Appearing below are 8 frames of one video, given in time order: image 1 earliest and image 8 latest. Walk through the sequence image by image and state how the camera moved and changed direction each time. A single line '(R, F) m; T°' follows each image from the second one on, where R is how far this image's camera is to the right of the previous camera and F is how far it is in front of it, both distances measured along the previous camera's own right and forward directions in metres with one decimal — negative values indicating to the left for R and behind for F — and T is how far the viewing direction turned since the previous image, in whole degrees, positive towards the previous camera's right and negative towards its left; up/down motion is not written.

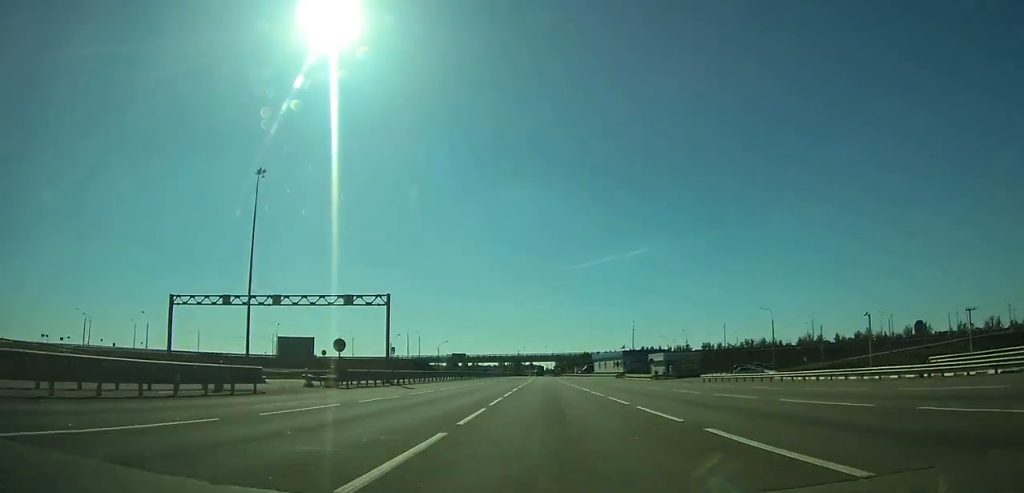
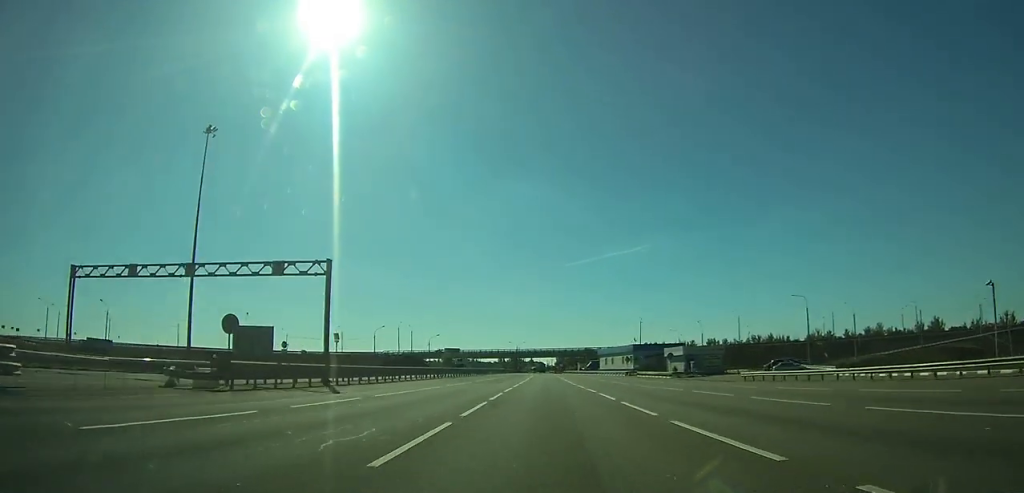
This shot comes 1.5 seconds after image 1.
(+1.3, +11.6) m; +7°
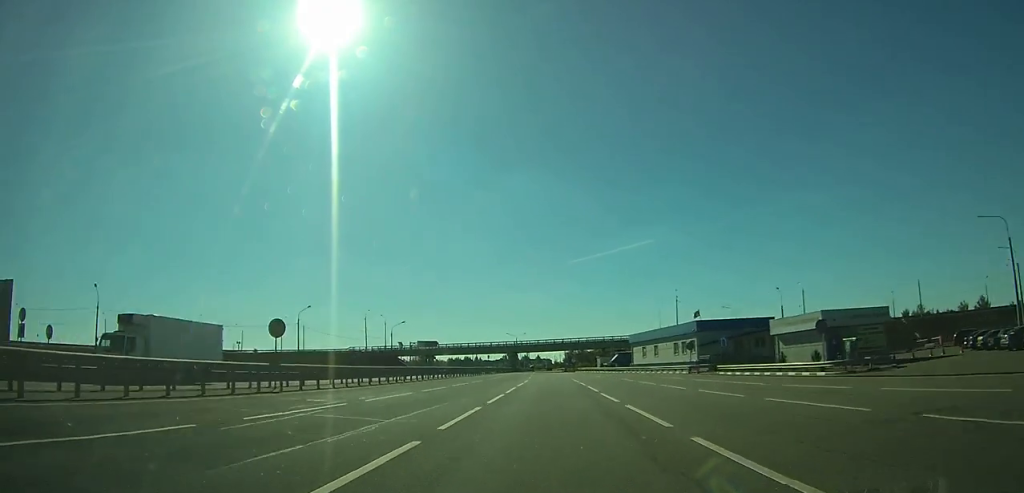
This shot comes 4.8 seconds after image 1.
(+3.2, +36.4) m; +6°
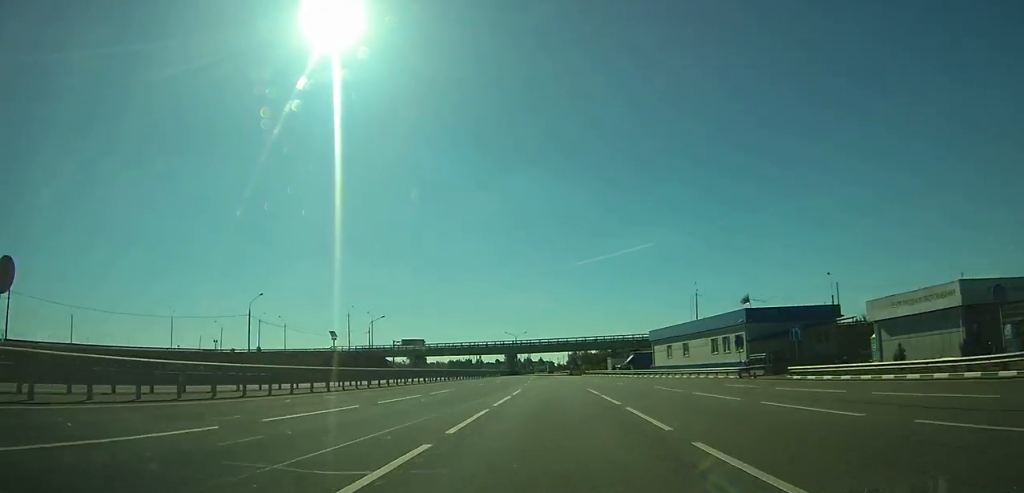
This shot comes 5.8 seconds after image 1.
(+0.1, +14.3) m; 0°
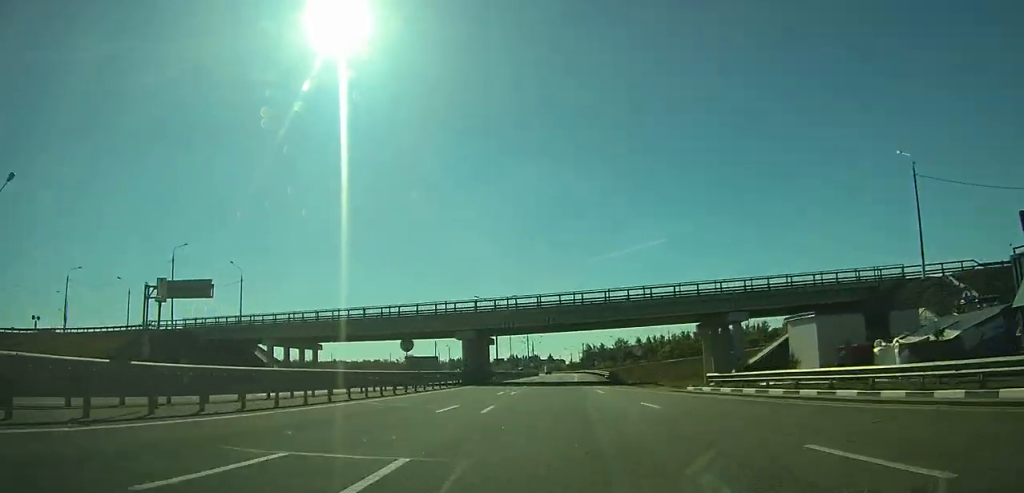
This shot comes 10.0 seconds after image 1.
(-1.7, +71.7) m; -2°
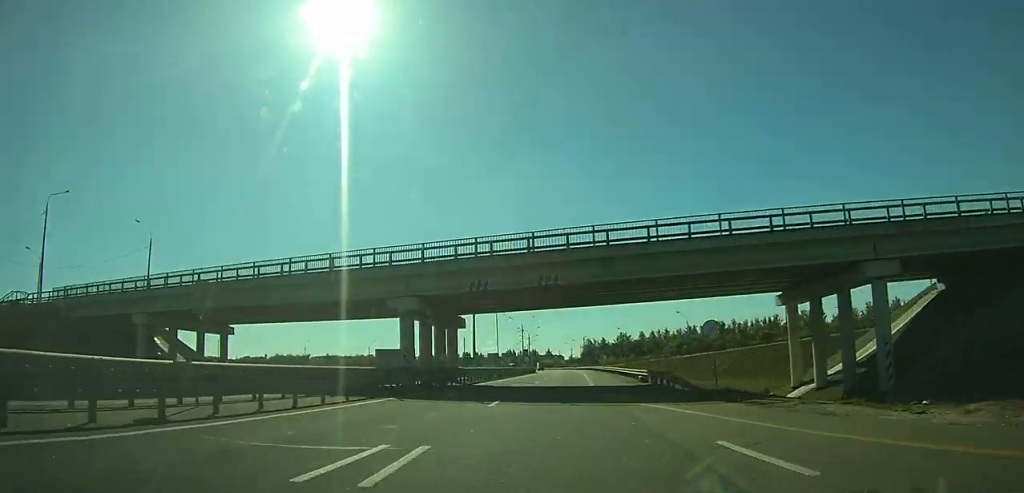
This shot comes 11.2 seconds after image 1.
(0.0, +23.1) m; 0°
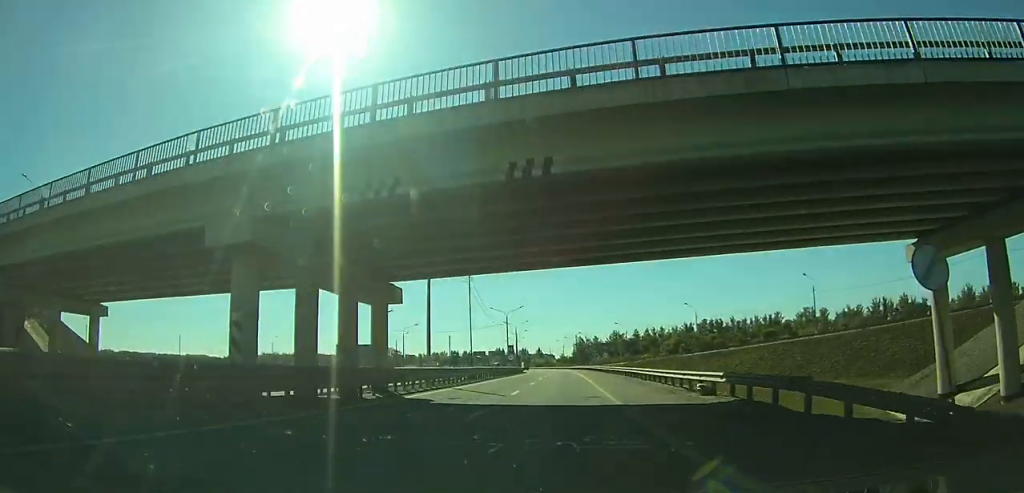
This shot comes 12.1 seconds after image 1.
(-0.1, +16.8) m; 0°
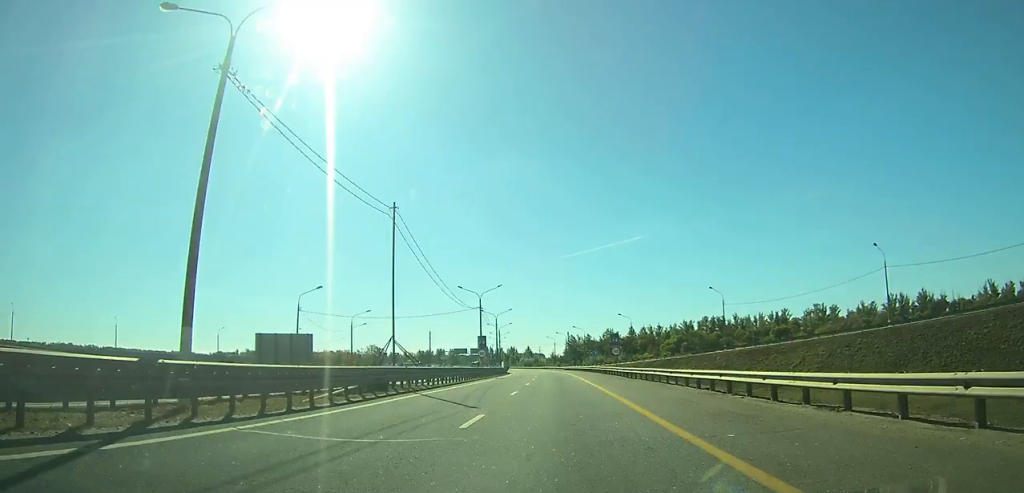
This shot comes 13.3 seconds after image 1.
(+0.3, +25.8) m; +1°
